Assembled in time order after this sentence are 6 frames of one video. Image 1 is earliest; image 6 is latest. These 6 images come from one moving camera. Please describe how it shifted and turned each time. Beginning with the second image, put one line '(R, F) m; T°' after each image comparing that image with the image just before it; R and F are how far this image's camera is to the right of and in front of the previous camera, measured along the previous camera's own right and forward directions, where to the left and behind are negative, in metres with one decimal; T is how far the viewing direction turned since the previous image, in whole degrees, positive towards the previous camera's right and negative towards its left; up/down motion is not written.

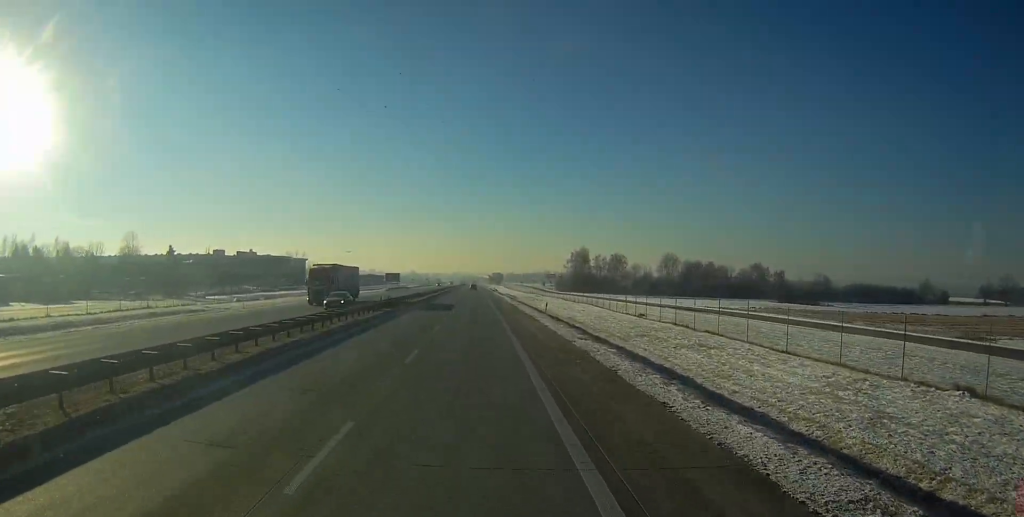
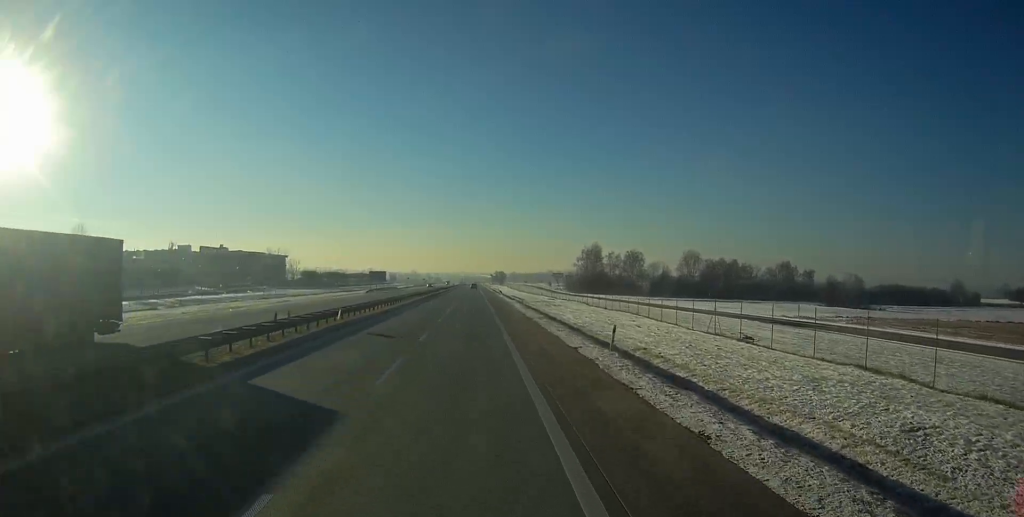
(-0.1, +27.9) m; 0°
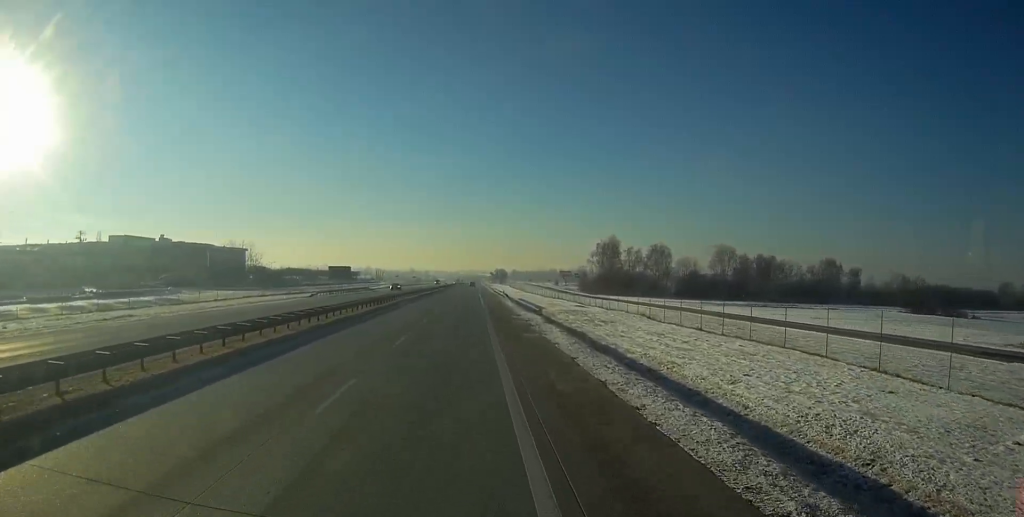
(-0.1, +39.1) m; 0°
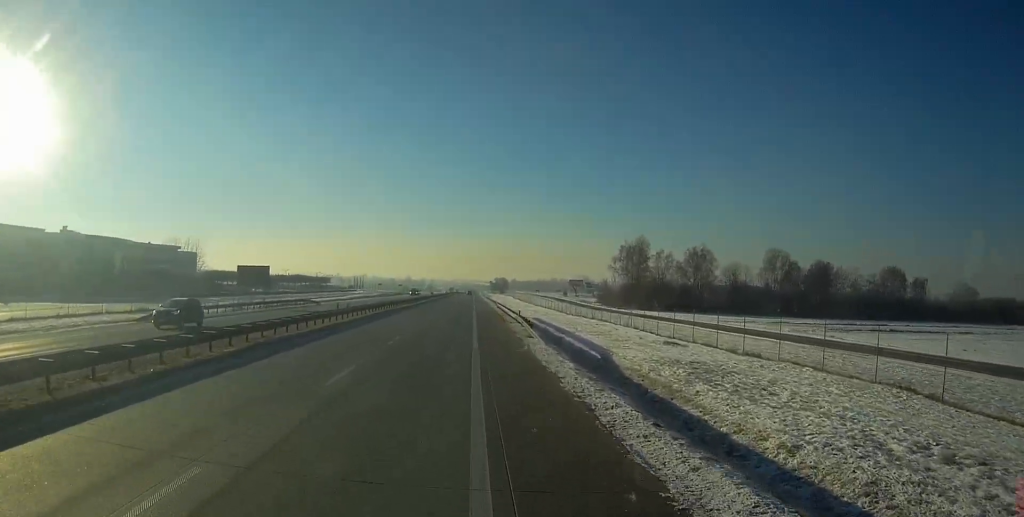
(0.0, +43.3) m; 0°
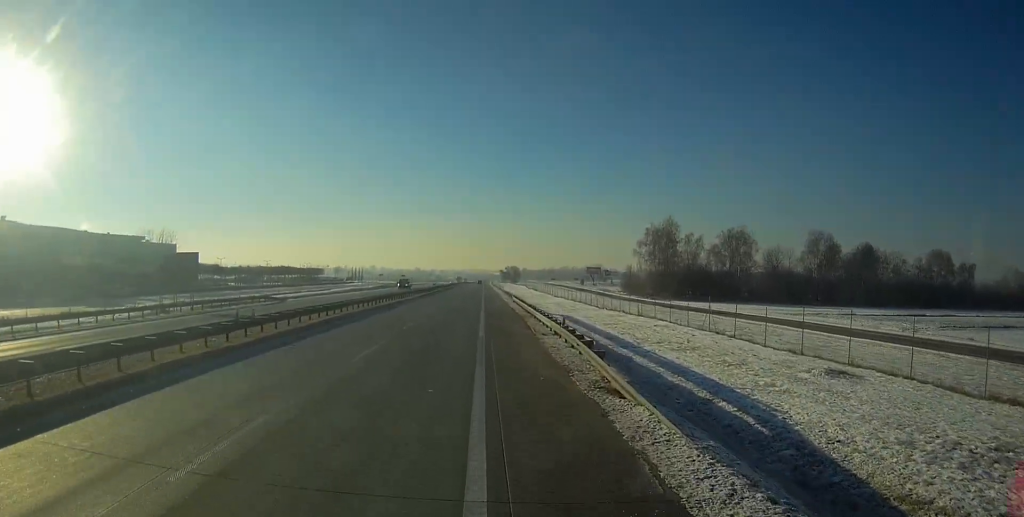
(0.0, +20.8) m; 0°
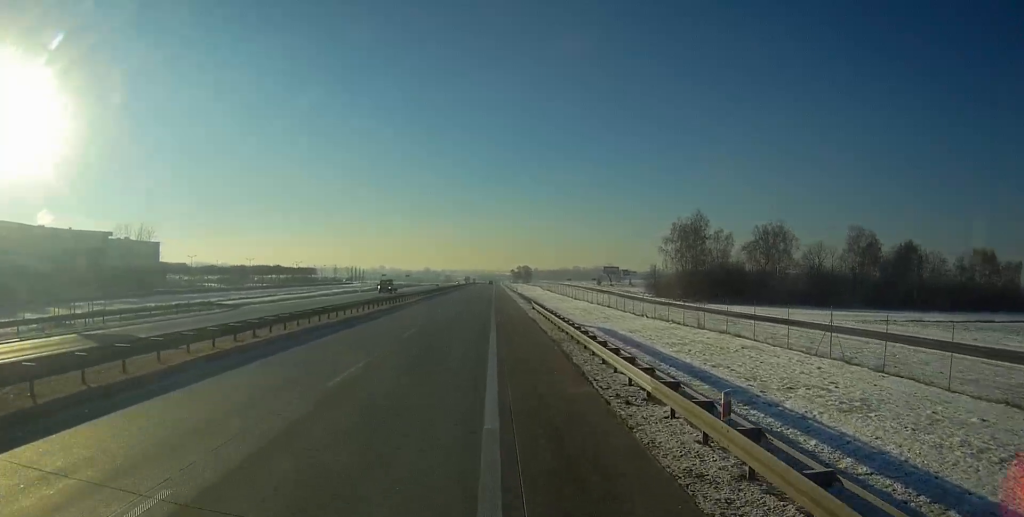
(0.0, +16.2) m; -1°
